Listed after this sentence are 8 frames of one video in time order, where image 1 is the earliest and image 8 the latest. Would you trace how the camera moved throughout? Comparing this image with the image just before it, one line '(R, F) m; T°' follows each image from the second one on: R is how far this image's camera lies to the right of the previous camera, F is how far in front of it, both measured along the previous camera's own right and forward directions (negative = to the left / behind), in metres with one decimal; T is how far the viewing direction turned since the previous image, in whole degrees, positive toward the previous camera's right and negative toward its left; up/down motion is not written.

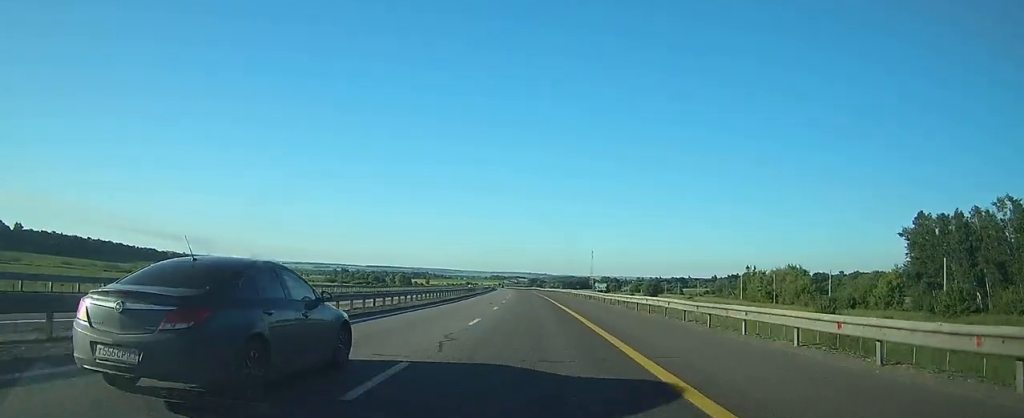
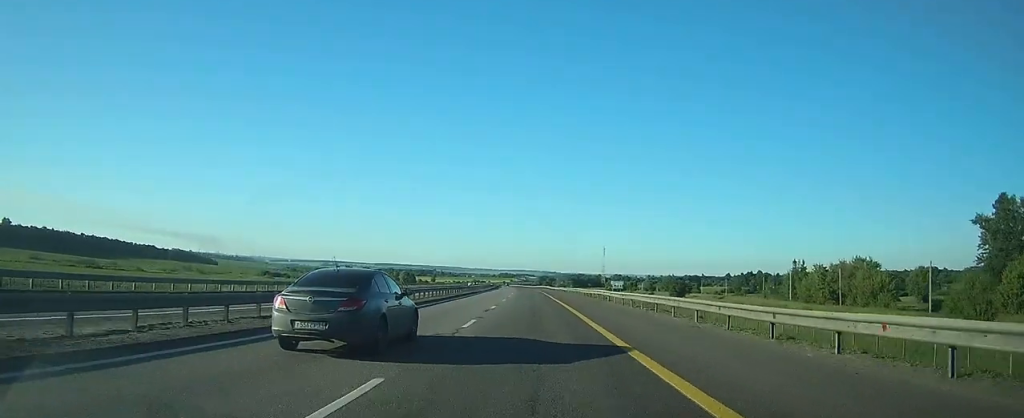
(-0.2, +25.7) m; -1°
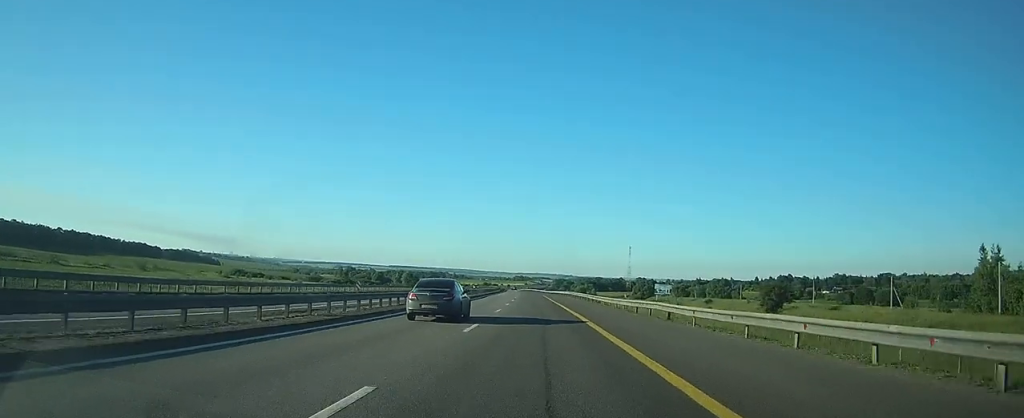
(-1.2, +60.7) m; -2°
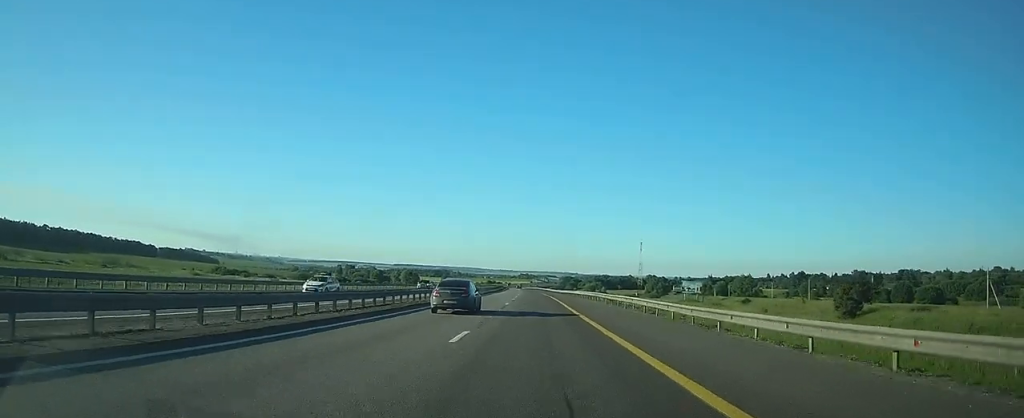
(-0.1, +27.6) m; 0°
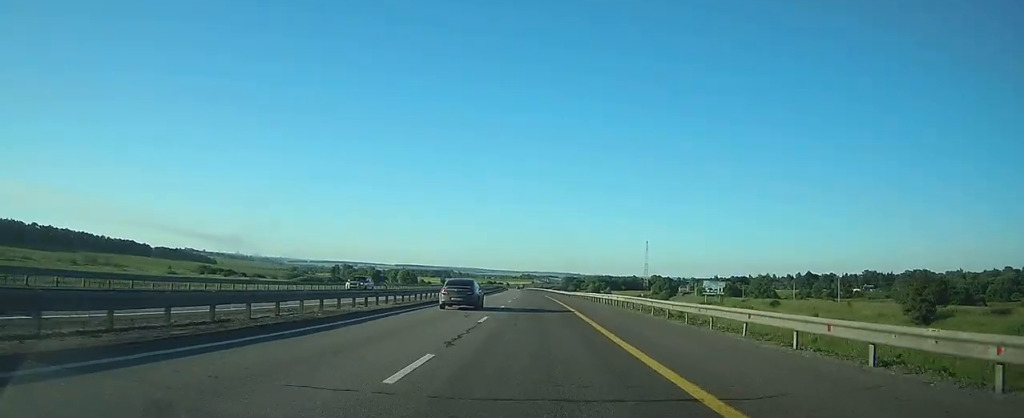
(0.0, +17.4) m; 0°
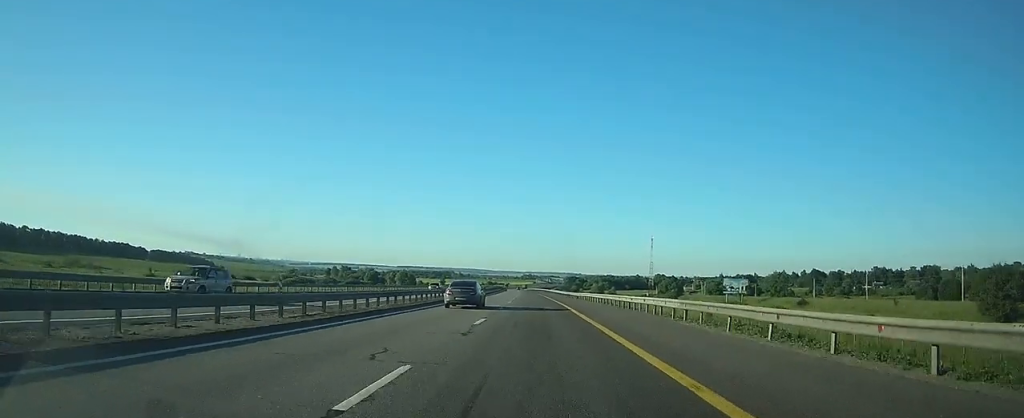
(0.0, +13.7) m; 0°
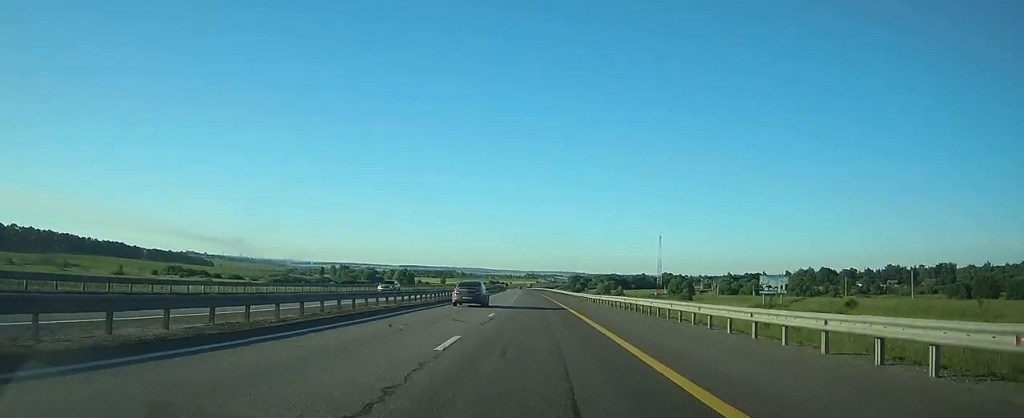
(0.0, +18.2) m; 0°
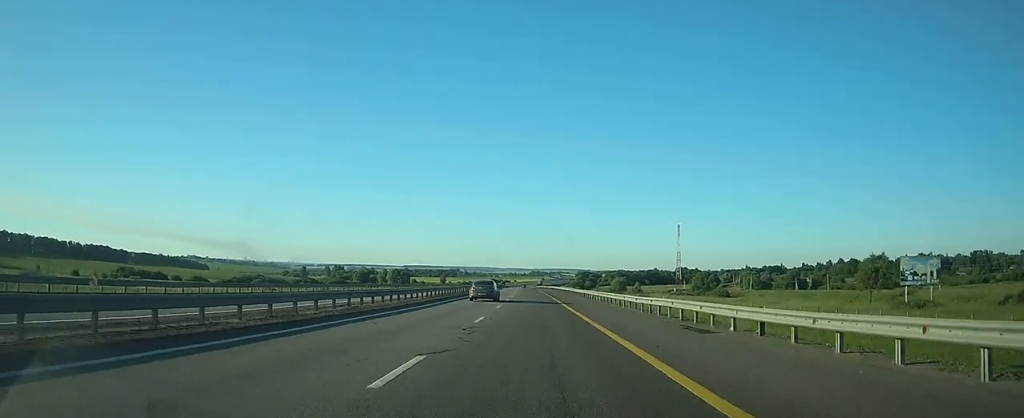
(-0.3, +40.1) m; -1°
